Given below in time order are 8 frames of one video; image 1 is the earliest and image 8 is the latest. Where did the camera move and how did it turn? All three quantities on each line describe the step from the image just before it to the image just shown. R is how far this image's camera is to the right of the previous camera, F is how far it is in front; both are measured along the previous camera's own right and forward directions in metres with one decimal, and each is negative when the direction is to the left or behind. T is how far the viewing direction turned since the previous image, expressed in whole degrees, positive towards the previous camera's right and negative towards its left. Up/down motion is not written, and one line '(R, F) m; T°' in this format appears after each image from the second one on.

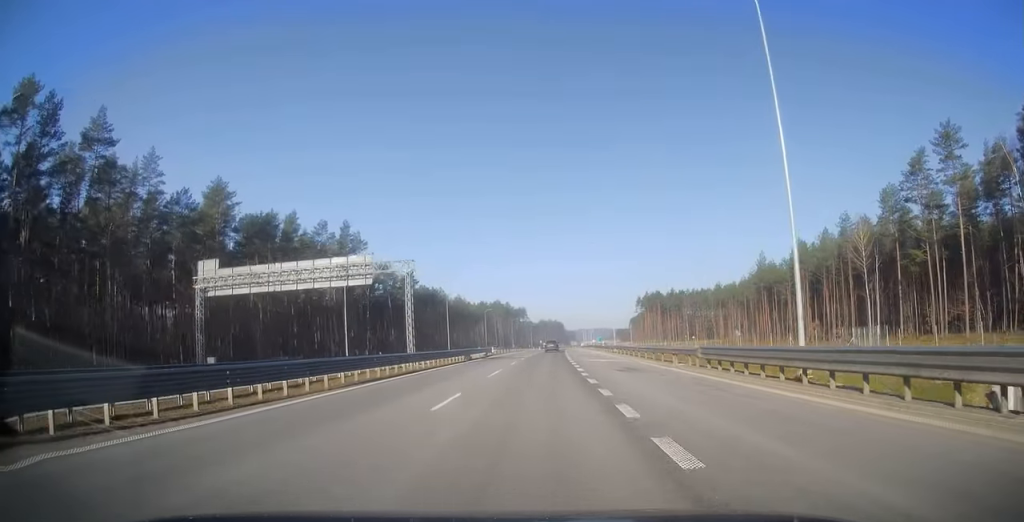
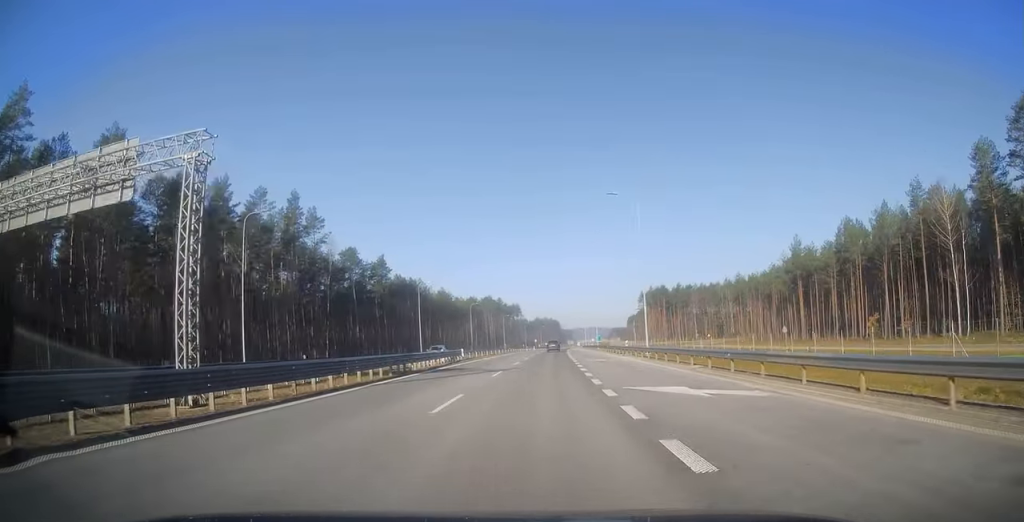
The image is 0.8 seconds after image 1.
(+0.1, +24.1) m; +1°
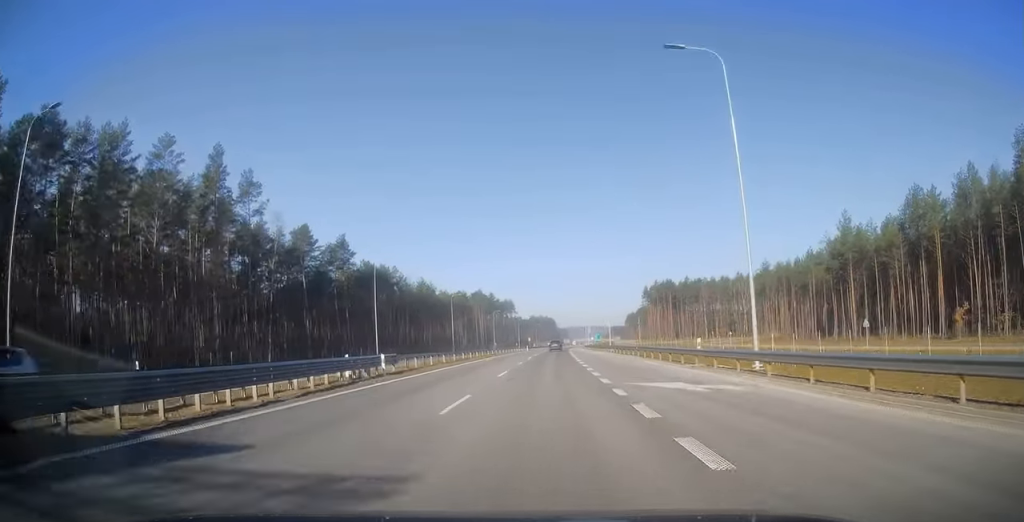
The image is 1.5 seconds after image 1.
(0.0, +24.1) m; +1°
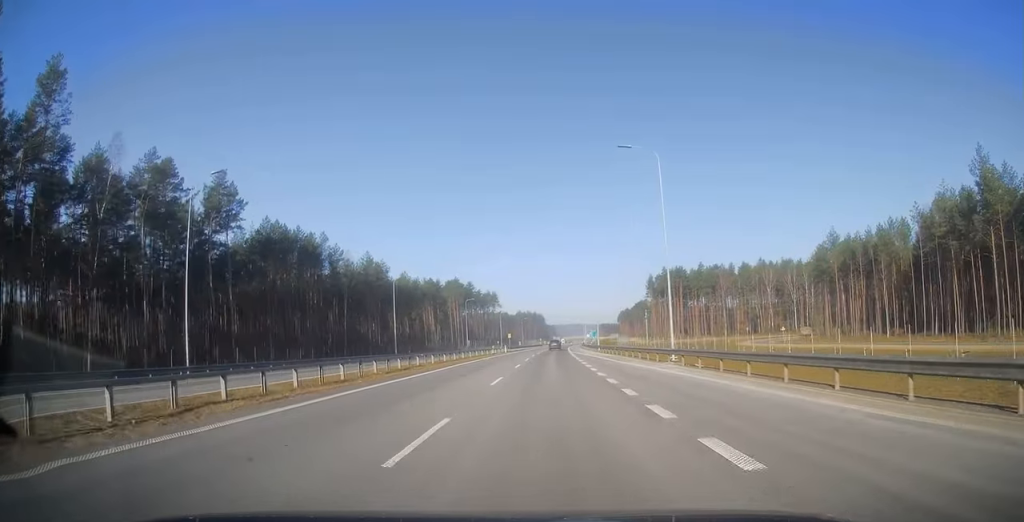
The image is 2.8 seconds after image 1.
(+0.5, +40.5) m; +1°
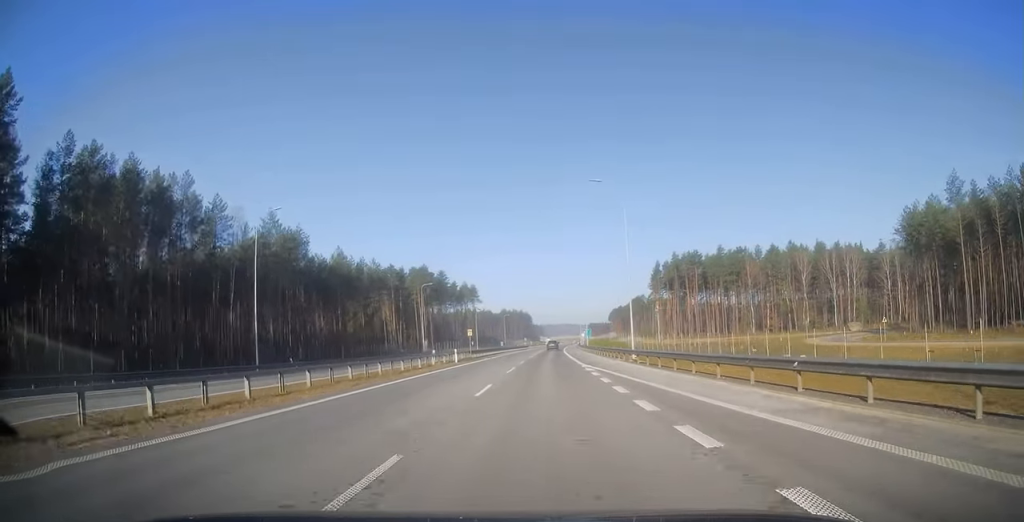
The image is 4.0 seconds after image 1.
(0.0, +38.9) m; +1°
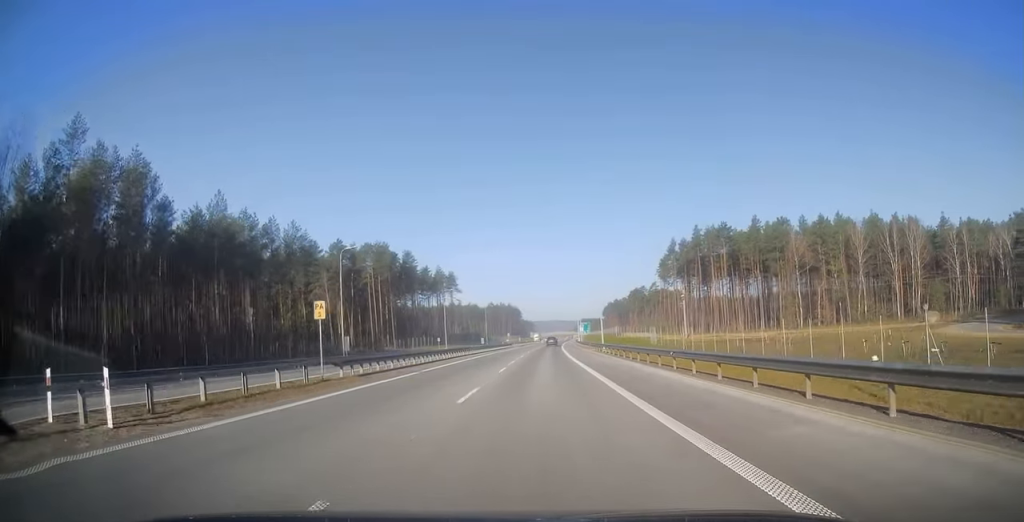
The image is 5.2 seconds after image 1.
(+0.5, +37.9) m; +2°
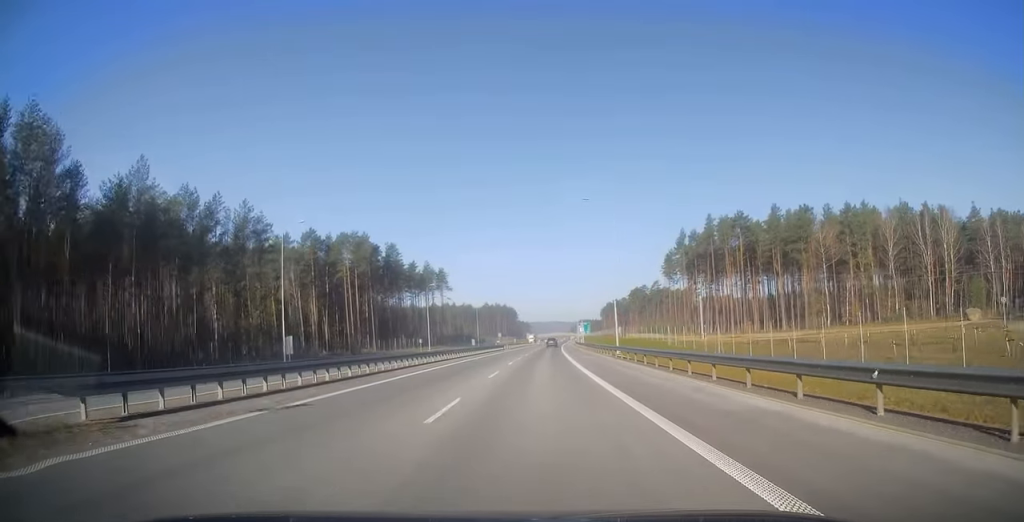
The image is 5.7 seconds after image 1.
(+0.2, +14.8) m; 0°
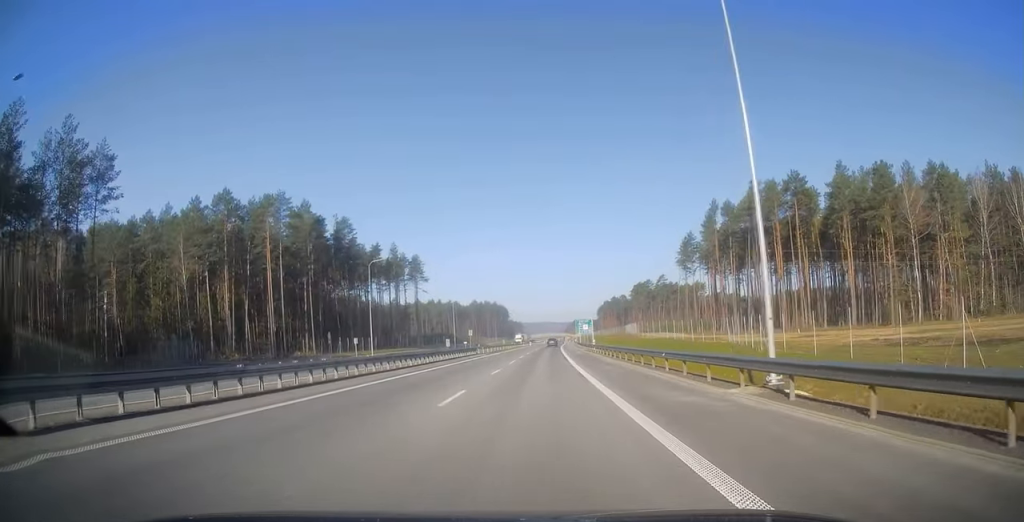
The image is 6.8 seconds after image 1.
(+0.3, +33.2) m; 0°
